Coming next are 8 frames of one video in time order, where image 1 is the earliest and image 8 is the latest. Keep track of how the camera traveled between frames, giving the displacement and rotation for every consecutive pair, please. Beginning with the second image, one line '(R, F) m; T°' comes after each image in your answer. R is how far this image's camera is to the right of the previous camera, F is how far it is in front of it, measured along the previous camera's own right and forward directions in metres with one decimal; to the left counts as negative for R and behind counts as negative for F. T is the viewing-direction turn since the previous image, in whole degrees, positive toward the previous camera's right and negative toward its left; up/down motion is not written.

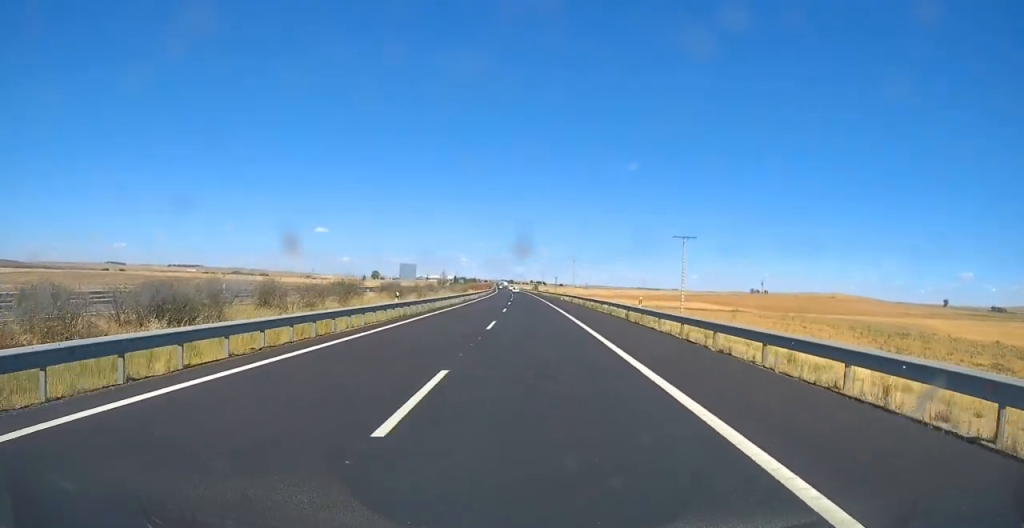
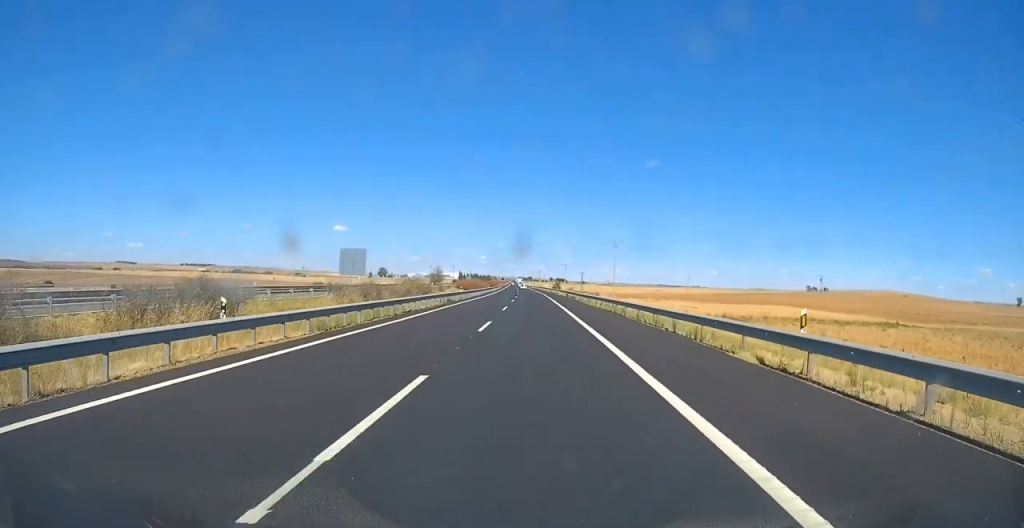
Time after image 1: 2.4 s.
(-1.1, +71.0) m; -1°
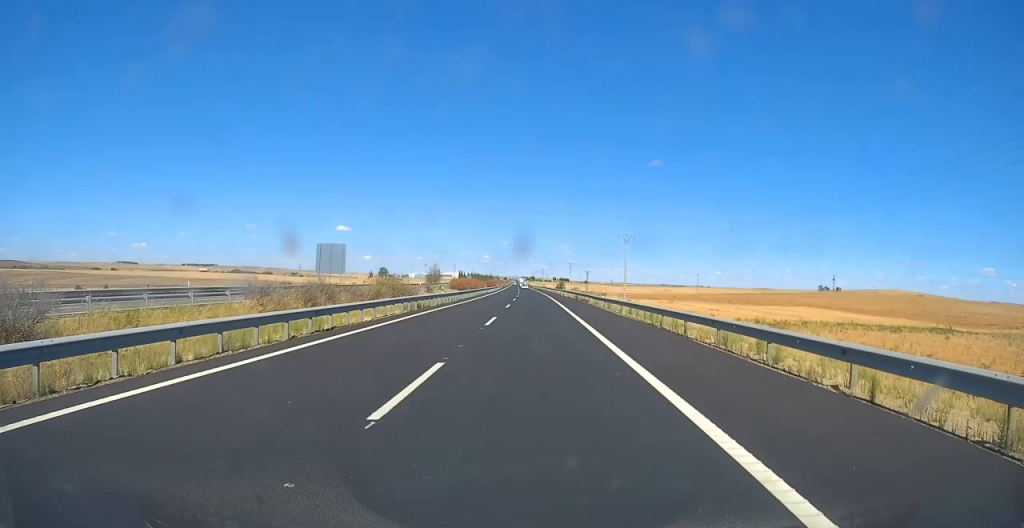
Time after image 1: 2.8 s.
(0.0, +13.9) m; 0°
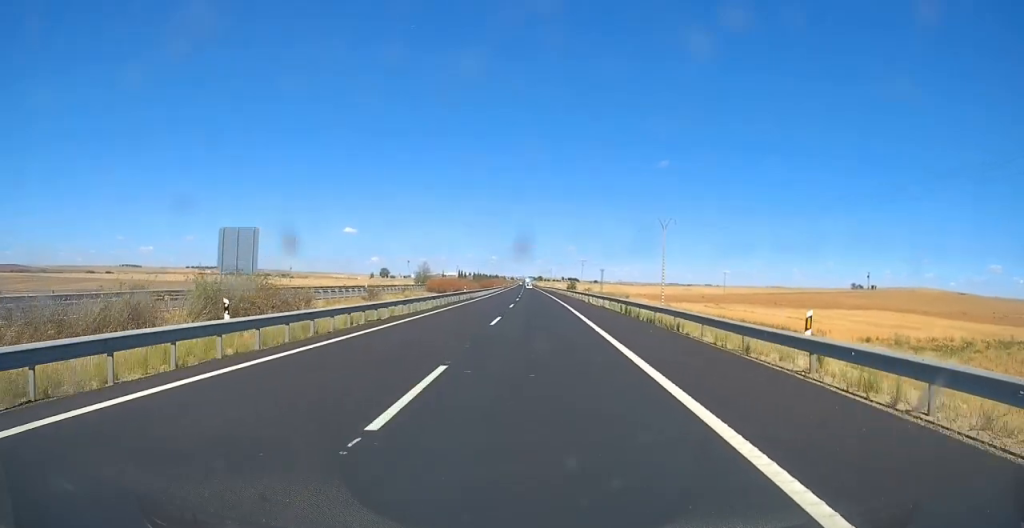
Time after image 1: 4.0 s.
(-0.3, +34.5) m; -1°
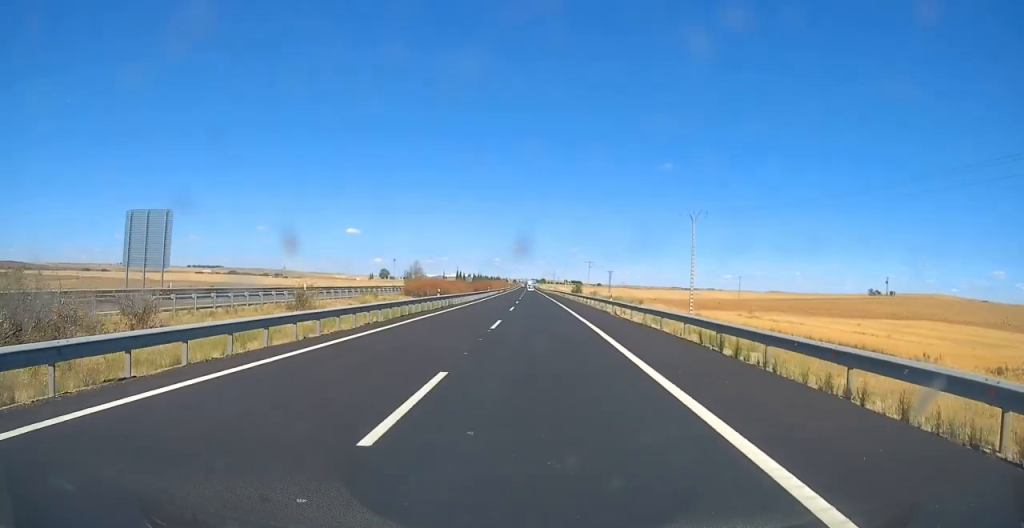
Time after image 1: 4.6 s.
(-0.1, +17.6) m; 0°
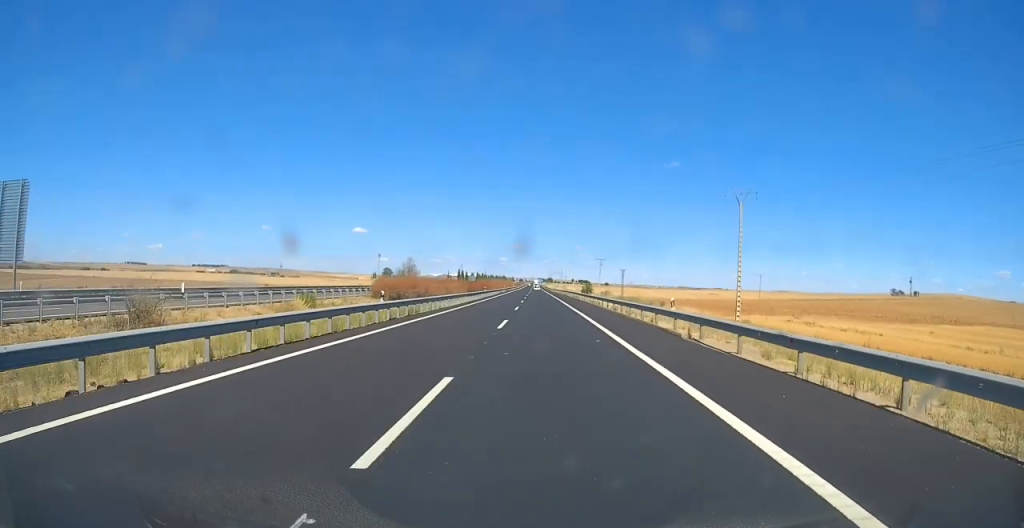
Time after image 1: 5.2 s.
(-0.1, +17.5) m; 0°
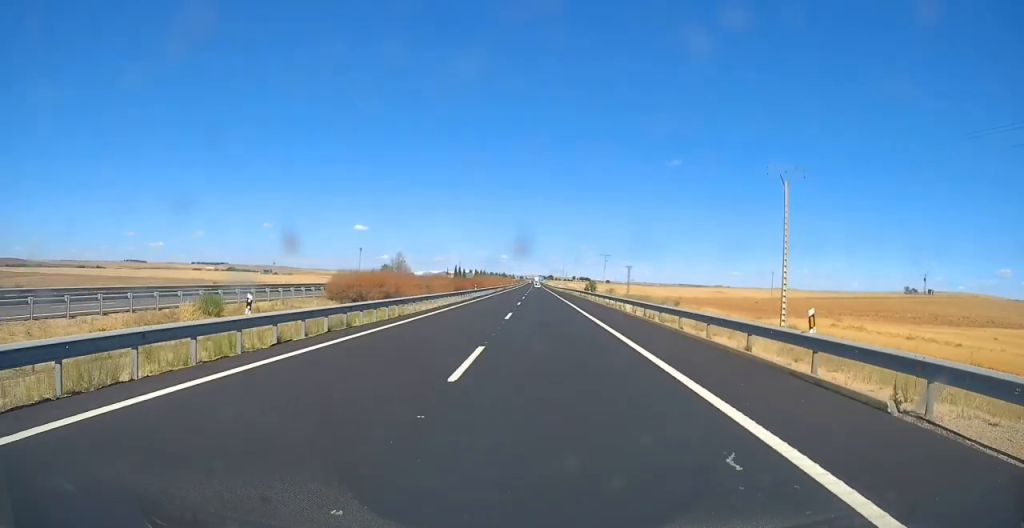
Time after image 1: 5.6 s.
(0.0, +12.6) m; 0°
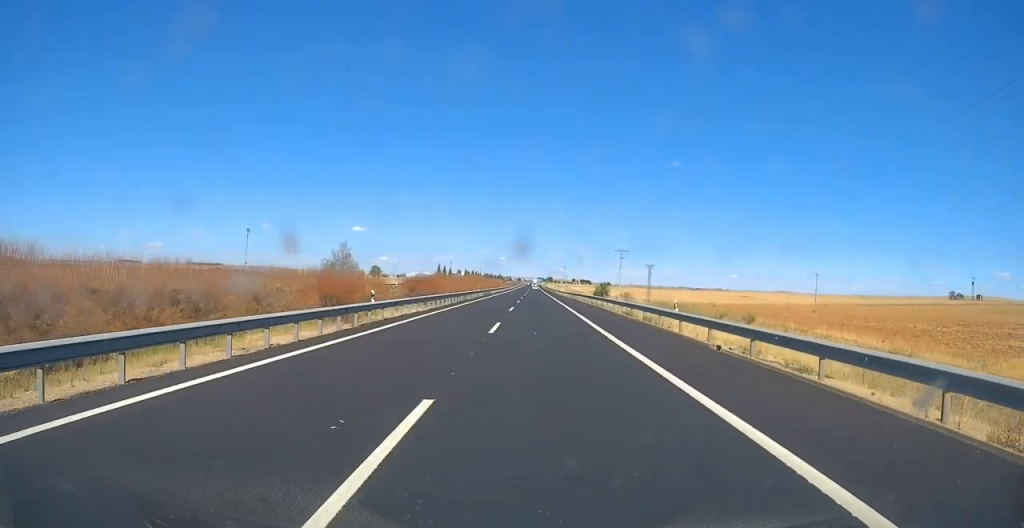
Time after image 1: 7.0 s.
(-0.1, +40.6) m; 0°
